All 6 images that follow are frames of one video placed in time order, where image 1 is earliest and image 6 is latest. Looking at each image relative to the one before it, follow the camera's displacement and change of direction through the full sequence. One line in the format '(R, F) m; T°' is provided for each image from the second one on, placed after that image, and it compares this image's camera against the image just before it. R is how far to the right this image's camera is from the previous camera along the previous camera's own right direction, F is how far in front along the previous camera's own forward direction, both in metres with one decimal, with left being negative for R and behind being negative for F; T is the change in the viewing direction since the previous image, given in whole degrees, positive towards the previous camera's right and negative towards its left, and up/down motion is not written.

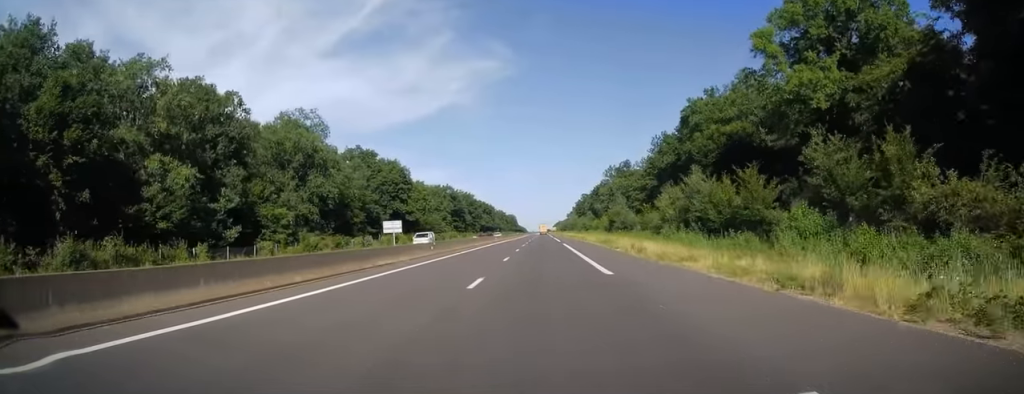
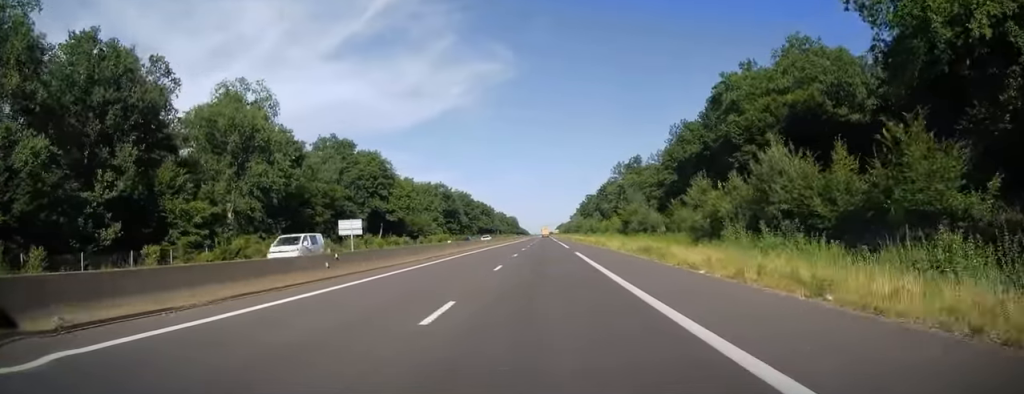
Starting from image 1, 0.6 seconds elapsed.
(0.0, +18.7) m; 0°
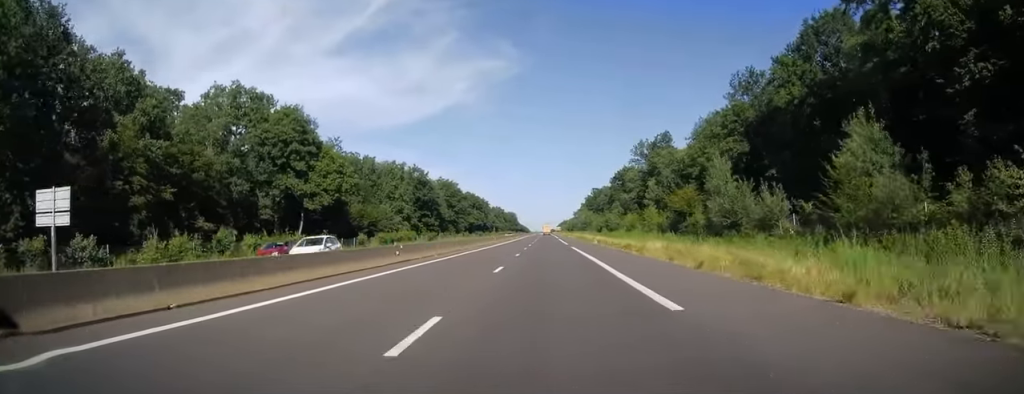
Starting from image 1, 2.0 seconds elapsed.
(0.0, +41.7) m; 0°
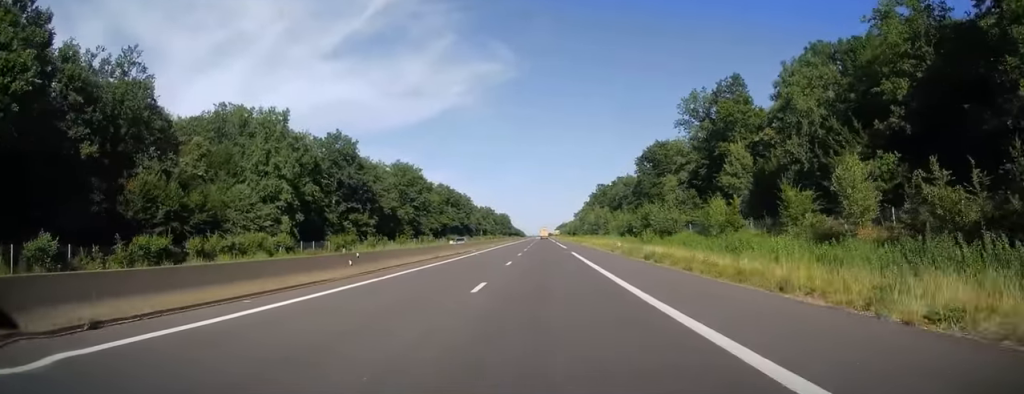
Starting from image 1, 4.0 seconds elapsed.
(-0.1, +57.4) m; 0°
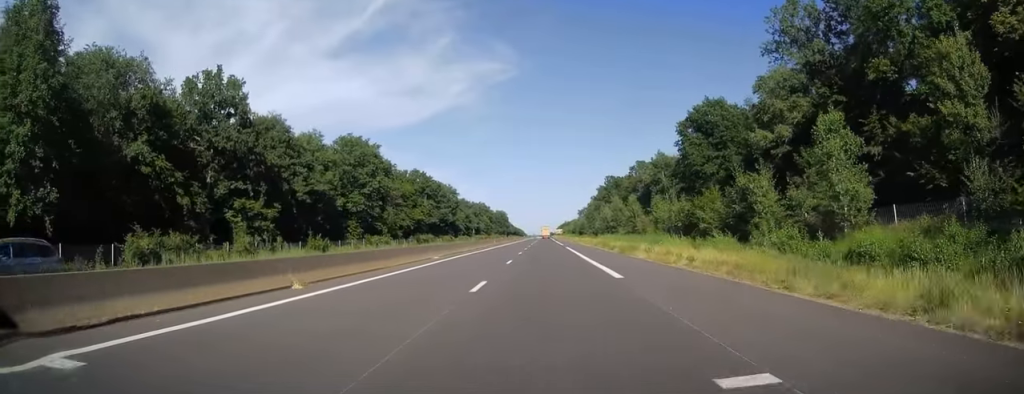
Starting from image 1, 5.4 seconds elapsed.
(+0.1, +39.7) m; 0°
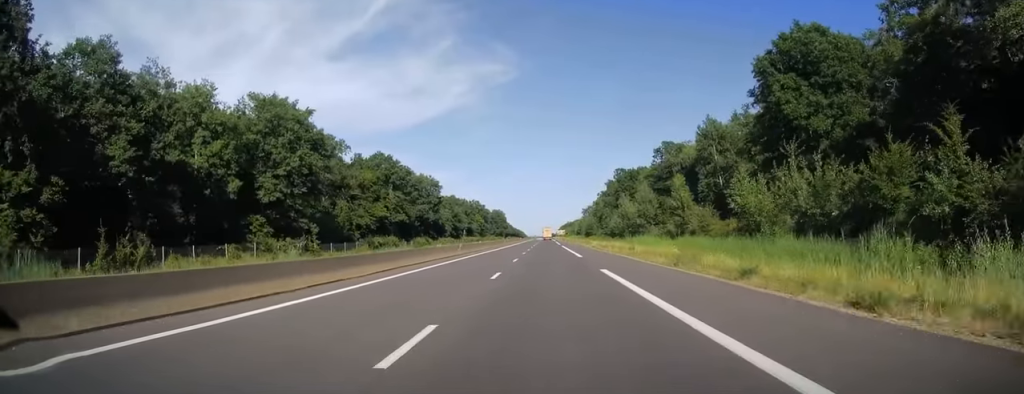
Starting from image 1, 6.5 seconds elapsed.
(0.0, +33.8) m; 0°
